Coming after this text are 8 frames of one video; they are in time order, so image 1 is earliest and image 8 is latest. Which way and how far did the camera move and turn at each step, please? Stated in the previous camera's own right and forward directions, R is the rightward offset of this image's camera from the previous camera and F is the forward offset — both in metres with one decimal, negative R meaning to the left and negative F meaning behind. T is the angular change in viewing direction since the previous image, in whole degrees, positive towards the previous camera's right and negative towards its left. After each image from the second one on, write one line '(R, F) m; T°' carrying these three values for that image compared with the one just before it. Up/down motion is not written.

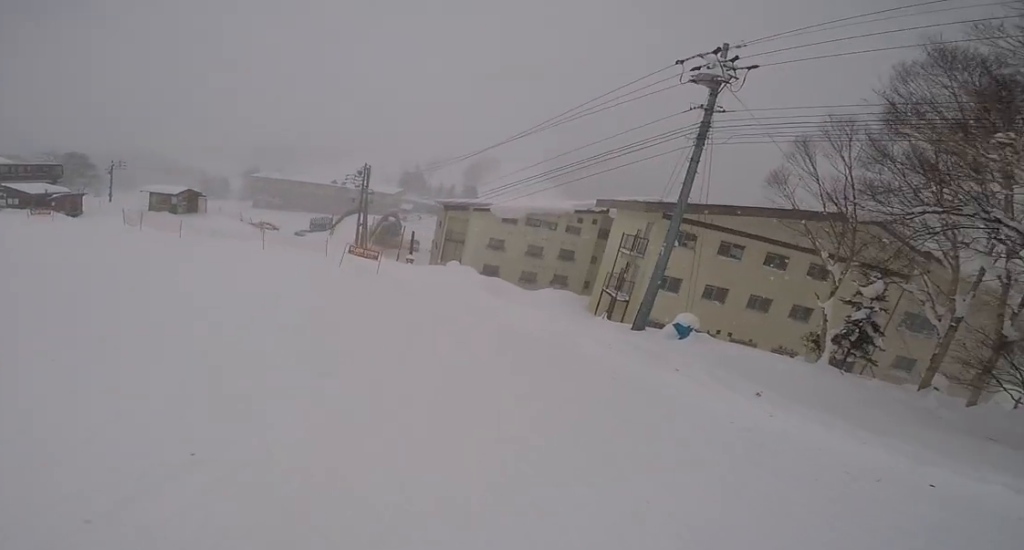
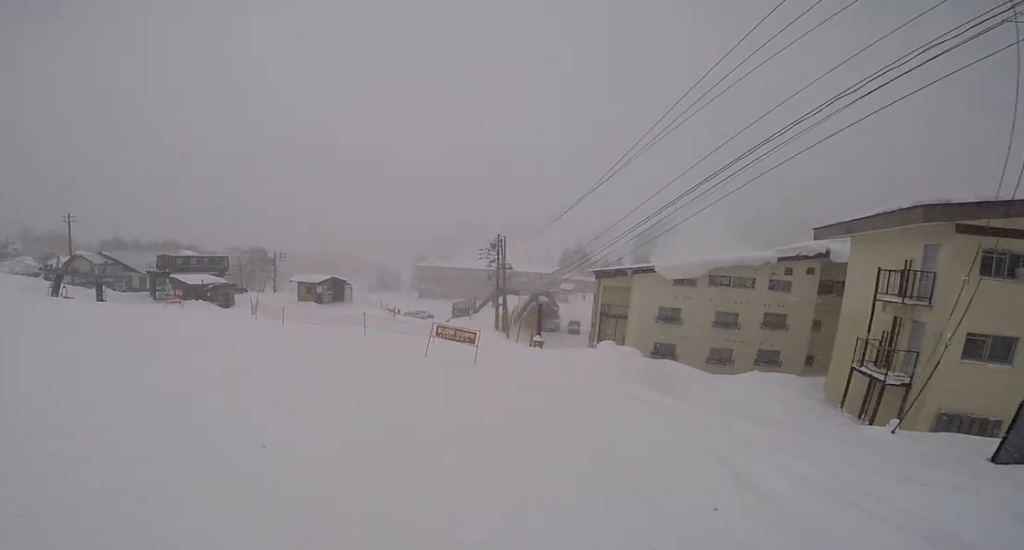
(-1.4, +7.9) m; -21°
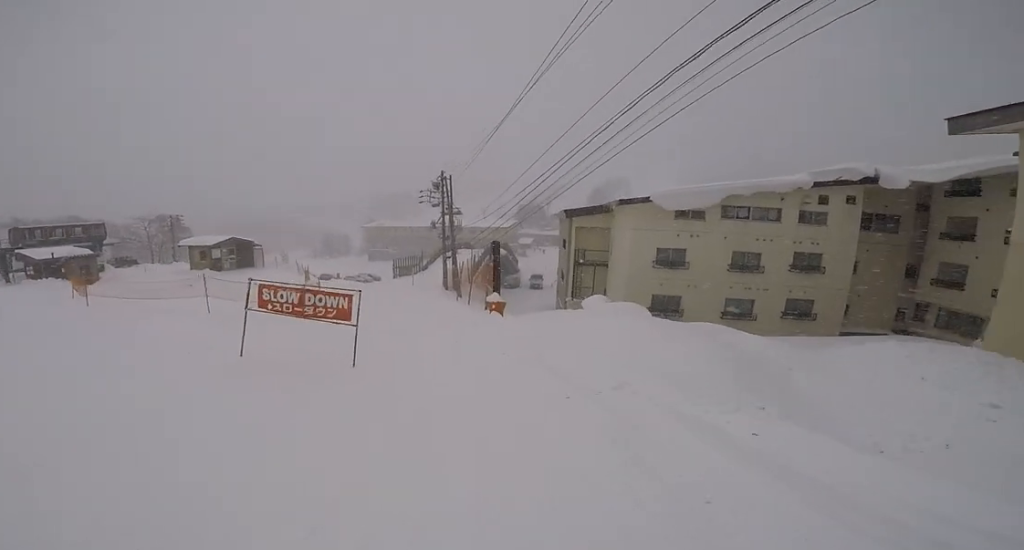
(-1.6, +10.2) m; -17°
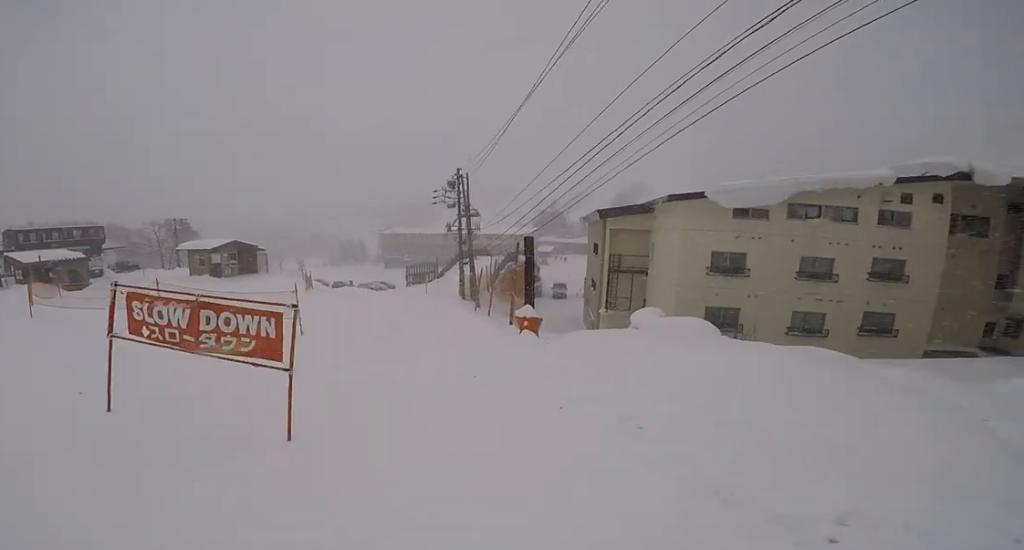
(-0.2, +3.5) m; -2°
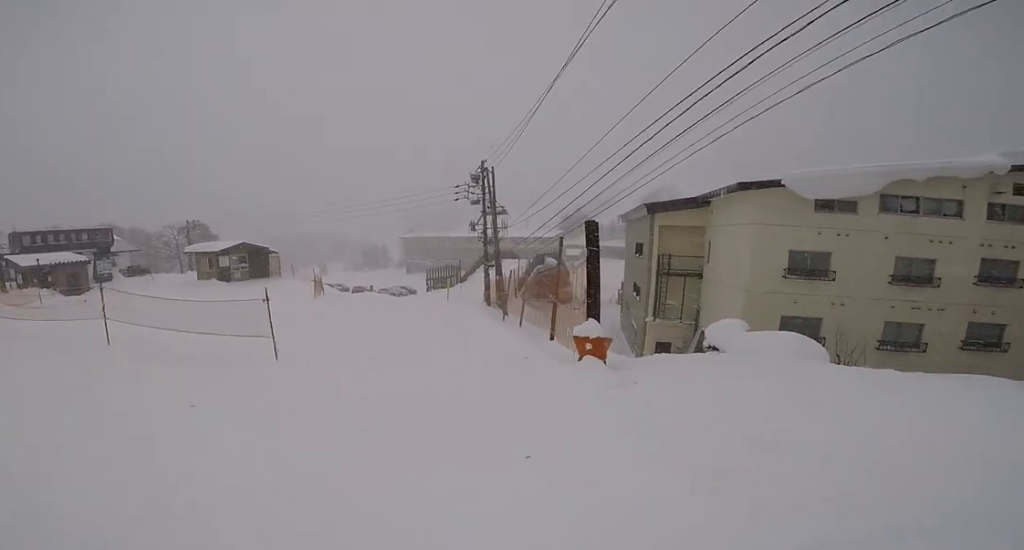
(-0.5, +3.2) m; 0°
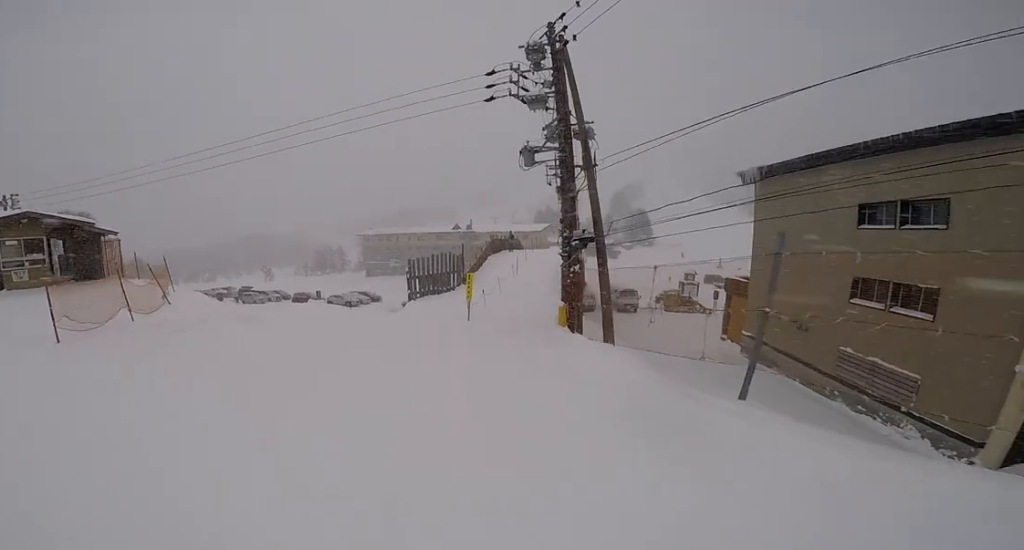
(-0.3, +18.3) m; +2°
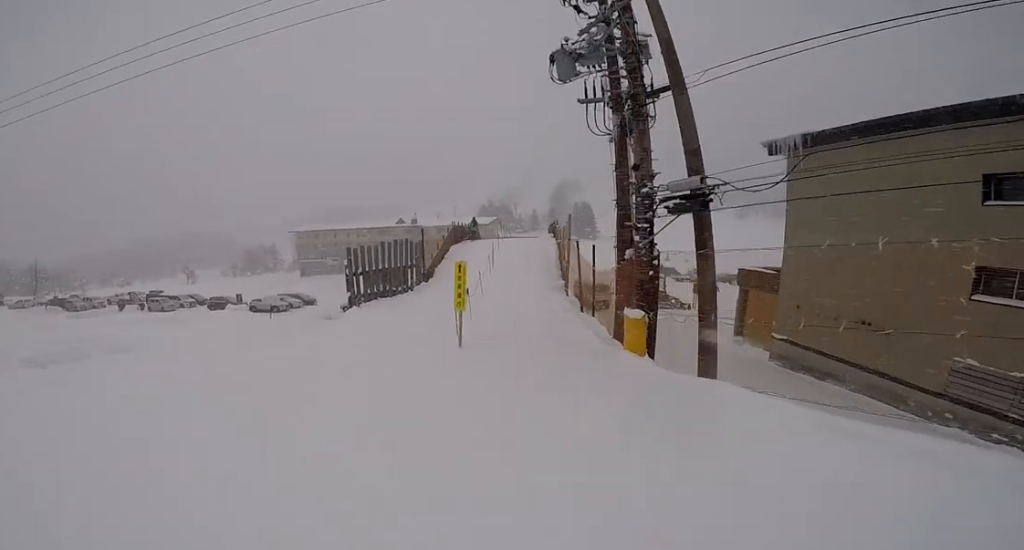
(+1.1, +6.3) m; +9°
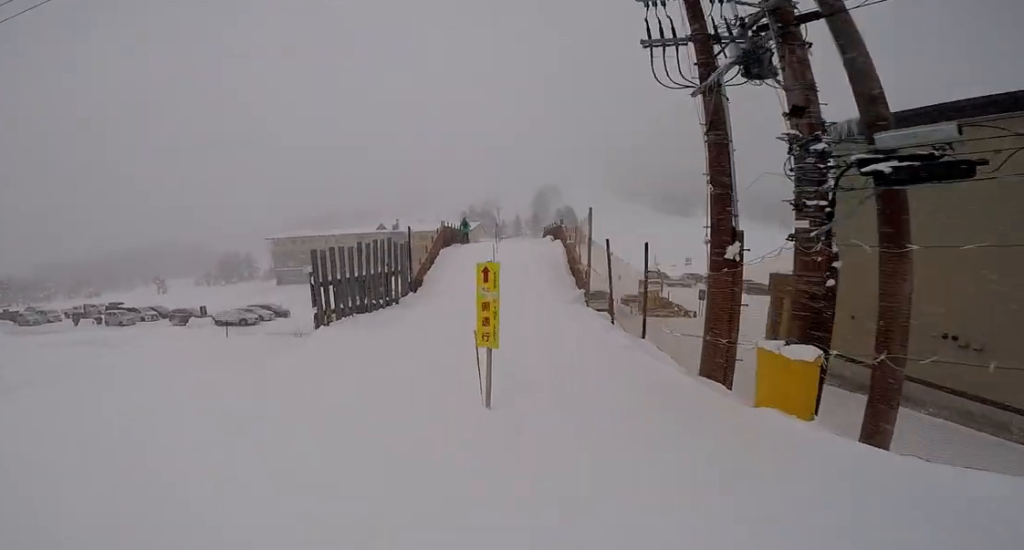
(0.0, +3.1) m; +1°
